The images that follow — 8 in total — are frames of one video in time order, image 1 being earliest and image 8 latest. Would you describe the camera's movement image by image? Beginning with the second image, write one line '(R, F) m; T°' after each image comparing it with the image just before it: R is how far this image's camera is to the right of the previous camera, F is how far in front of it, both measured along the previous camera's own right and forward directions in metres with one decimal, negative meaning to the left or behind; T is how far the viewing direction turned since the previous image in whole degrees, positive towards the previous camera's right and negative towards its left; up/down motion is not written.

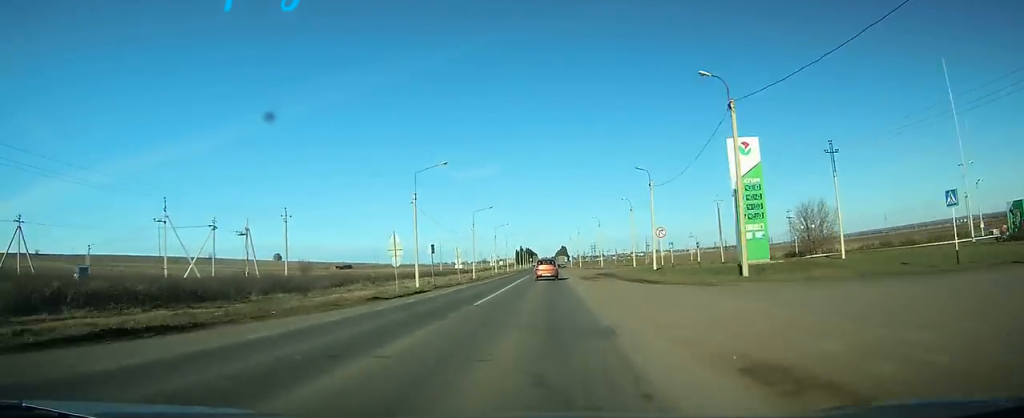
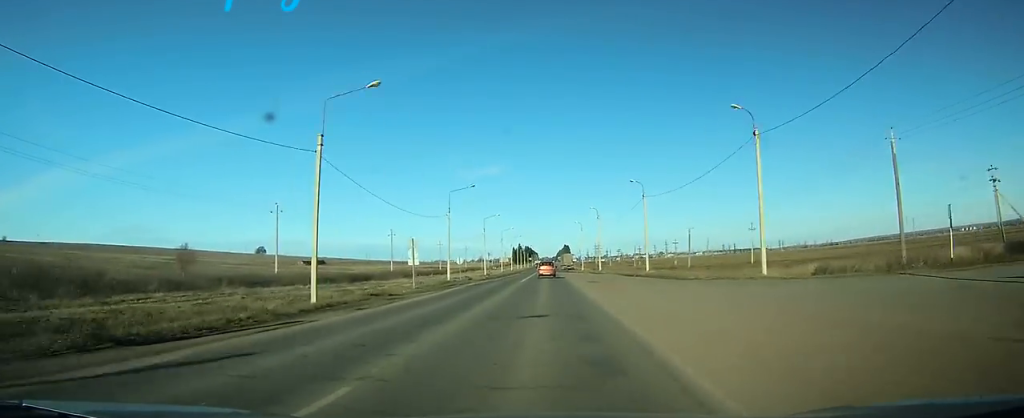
(-0.2, +53.7) m; -1°
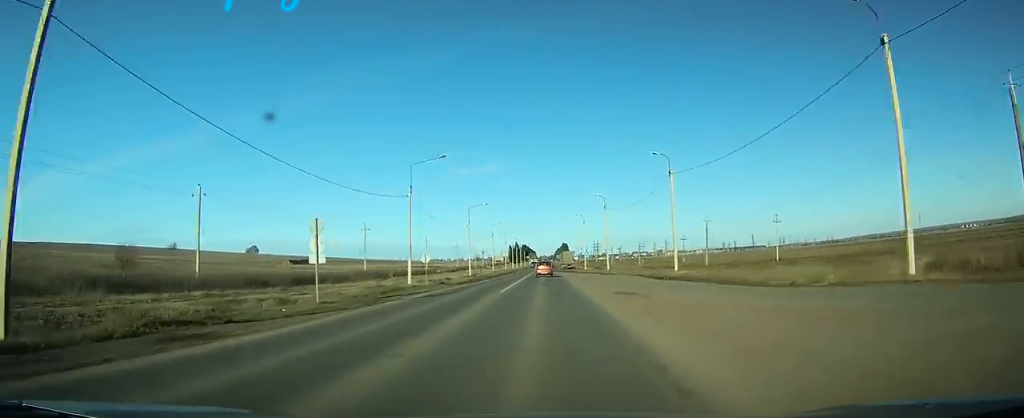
(0.0, +15.2) m; 0°
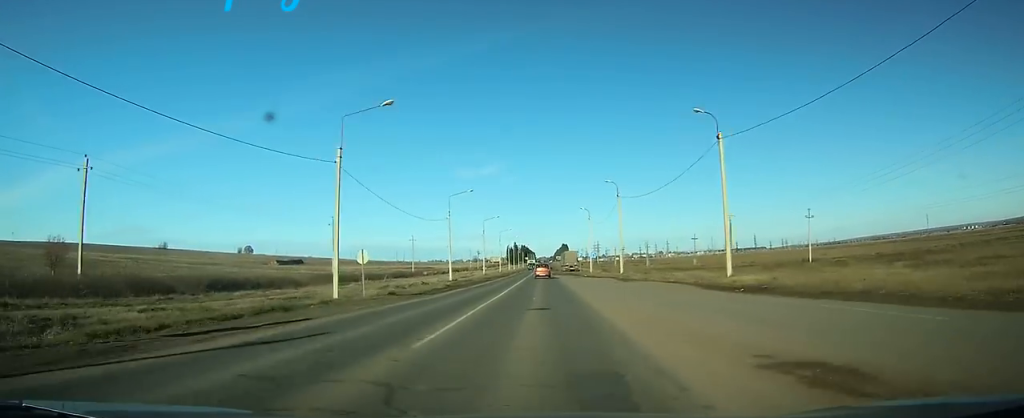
(0.0, +14.7) m; 0°
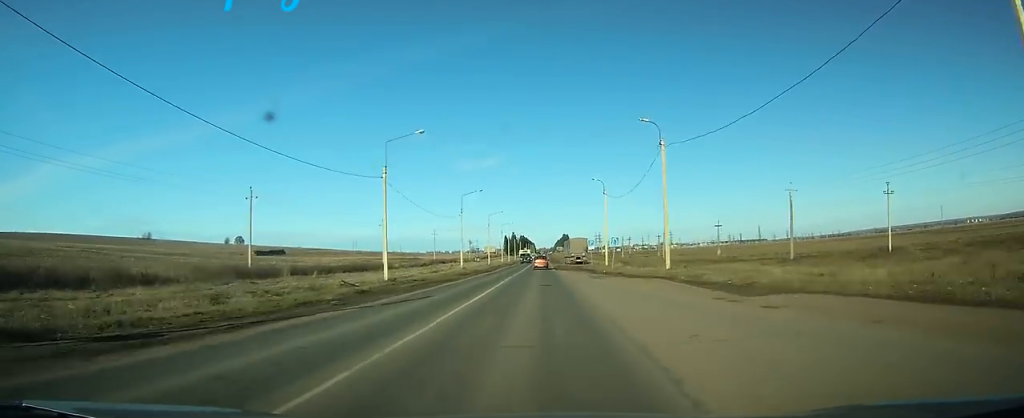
(0.0, +24.0) m; 0°
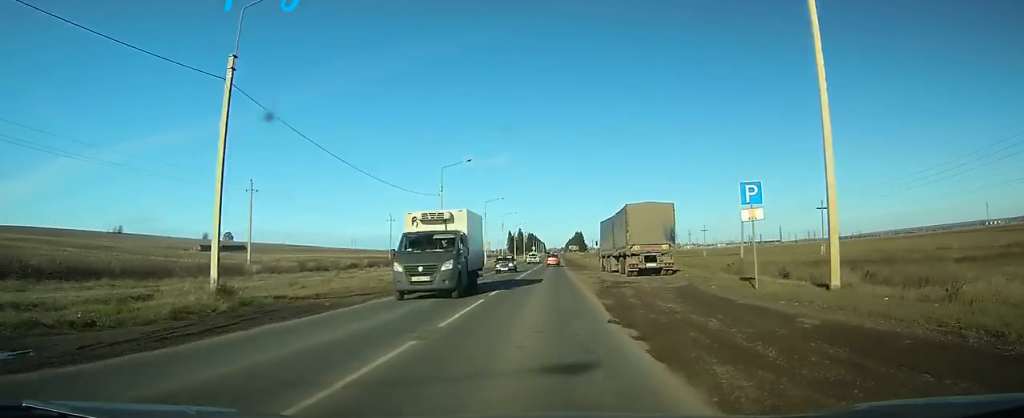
(-0.3, +52.8) m; -1°
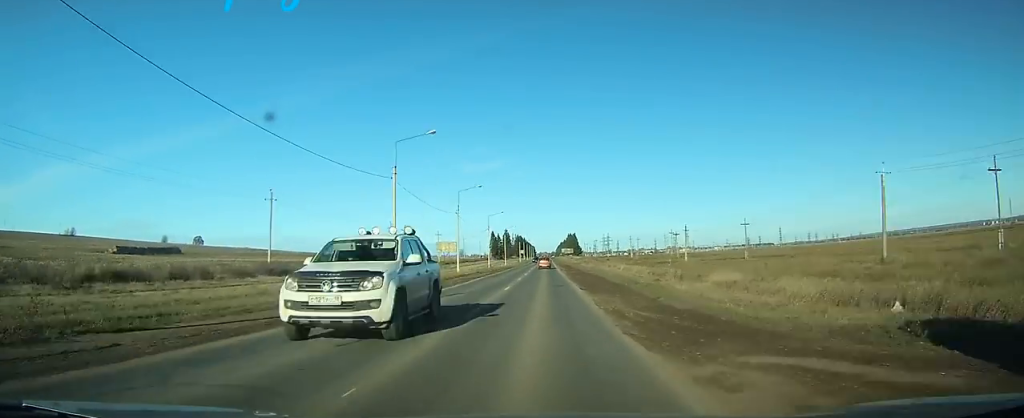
(-0.1, +44.3) m; 0°
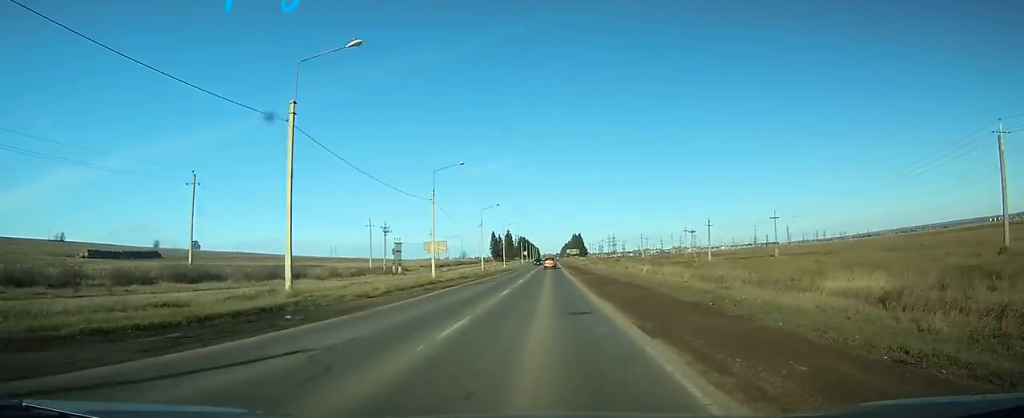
(0.0, +15.7) m; 0°
